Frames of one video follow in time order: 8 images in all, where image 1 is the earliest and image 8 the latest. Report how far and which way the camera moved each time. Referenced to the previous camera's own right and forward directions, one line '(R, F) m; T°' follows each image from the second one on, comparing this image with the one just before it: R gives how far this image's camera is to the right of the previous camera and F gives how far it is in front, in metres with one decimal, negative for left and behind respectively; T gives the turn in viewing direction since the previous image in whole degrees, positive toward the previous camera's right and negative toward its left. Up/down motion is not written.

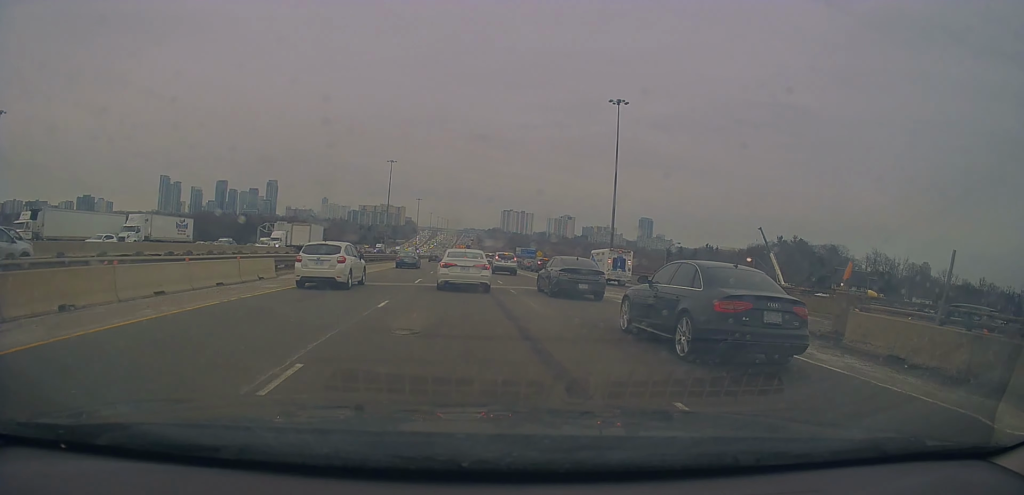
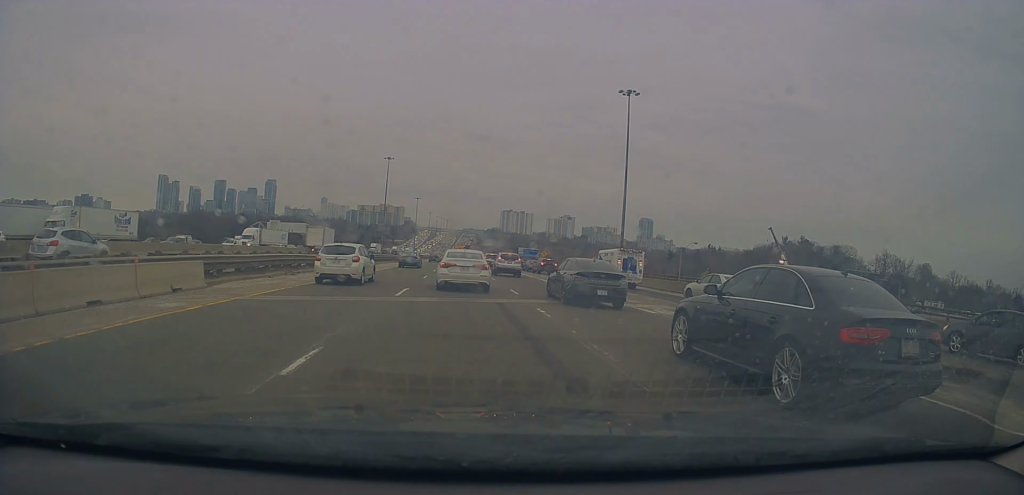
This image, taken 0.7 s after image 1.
(0.0, +7.6) m; -2°
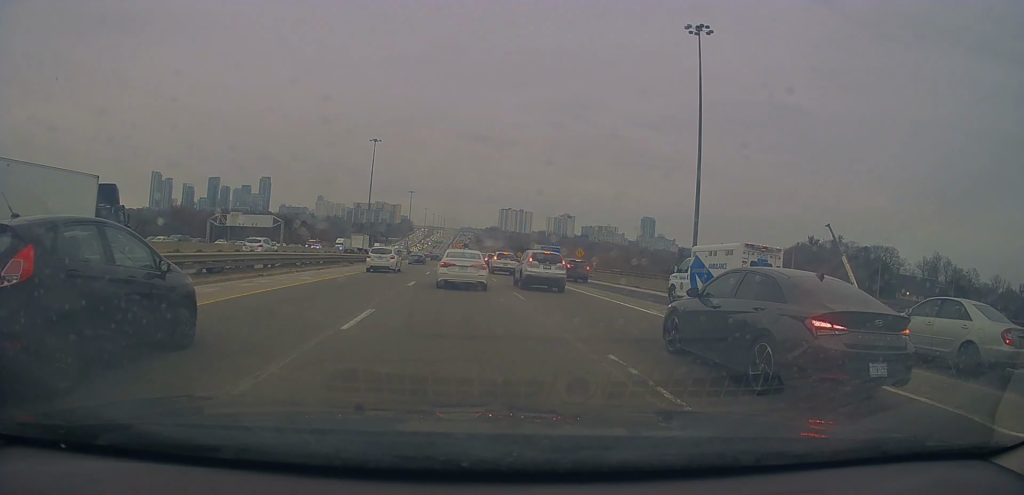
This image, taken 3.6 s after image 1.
(-0.3, +31.9) m; 0°
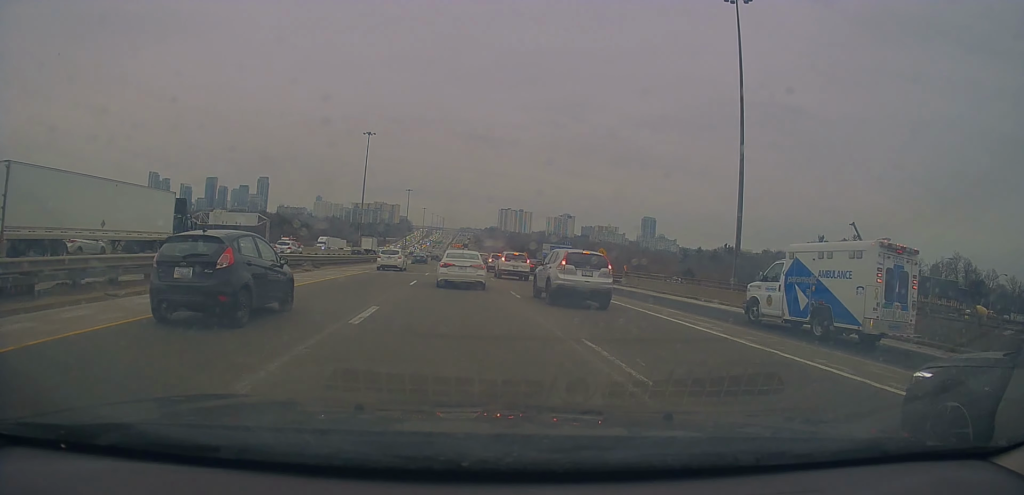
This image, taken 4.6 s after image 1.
(-0.5, +11.1) m; 0°
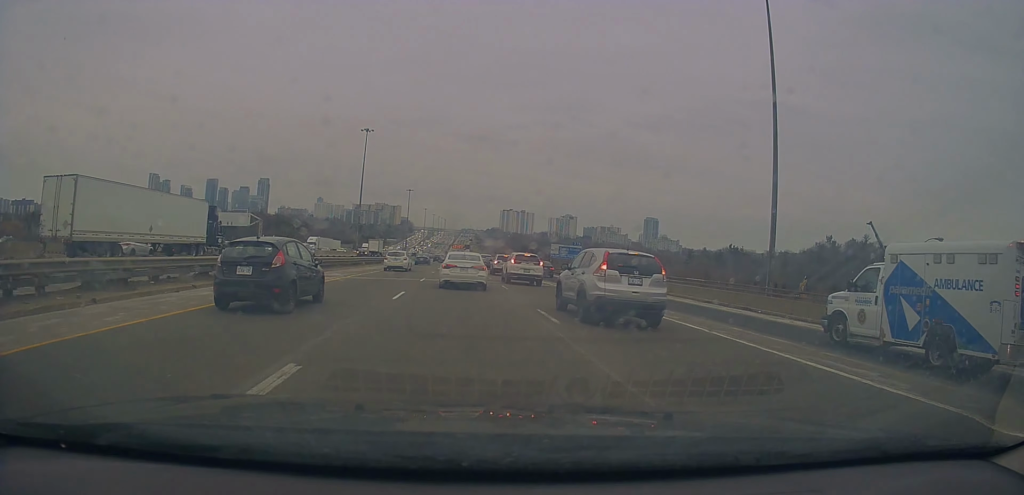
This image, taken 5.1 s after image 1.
(+0.3, +6.0) m; -1°
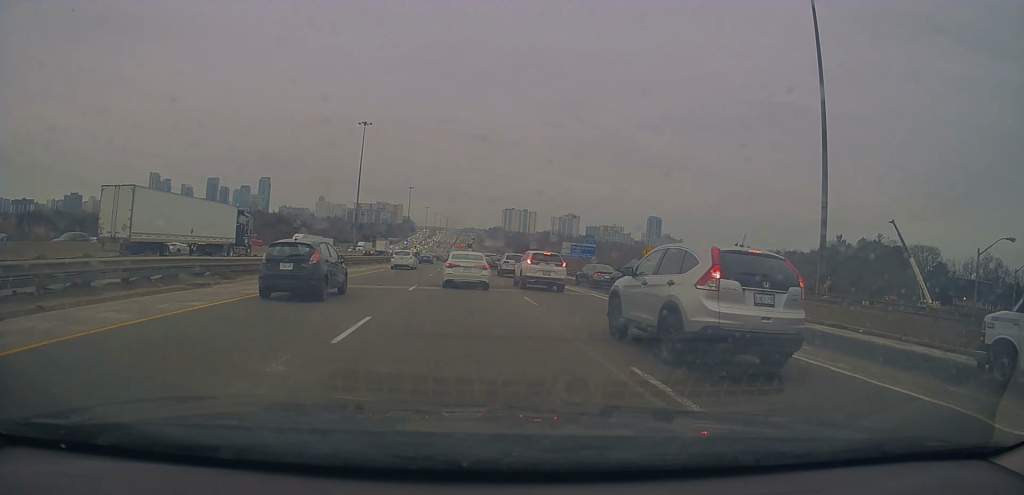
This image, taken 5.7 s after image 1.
(0.0, +7.2) m; -1°
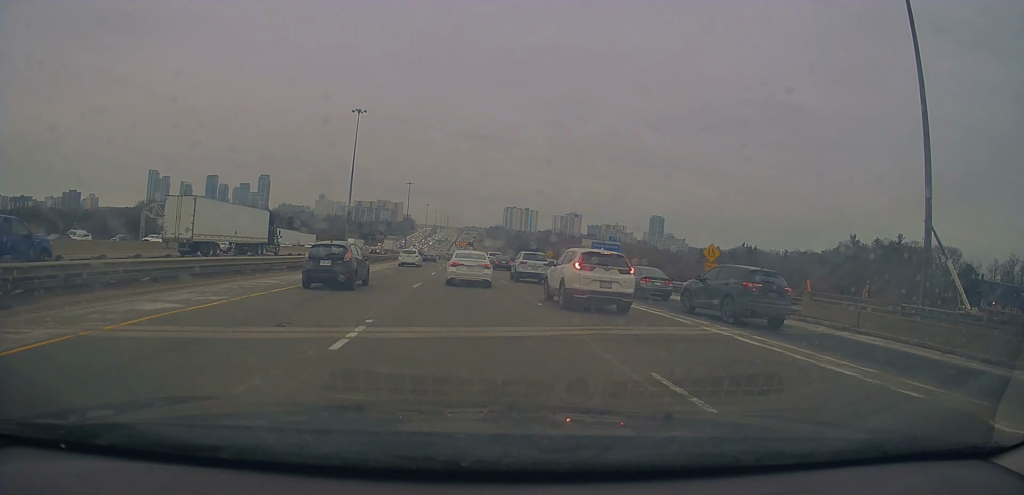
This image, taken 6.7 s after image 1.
(-0.5, +11.3) m; +2°
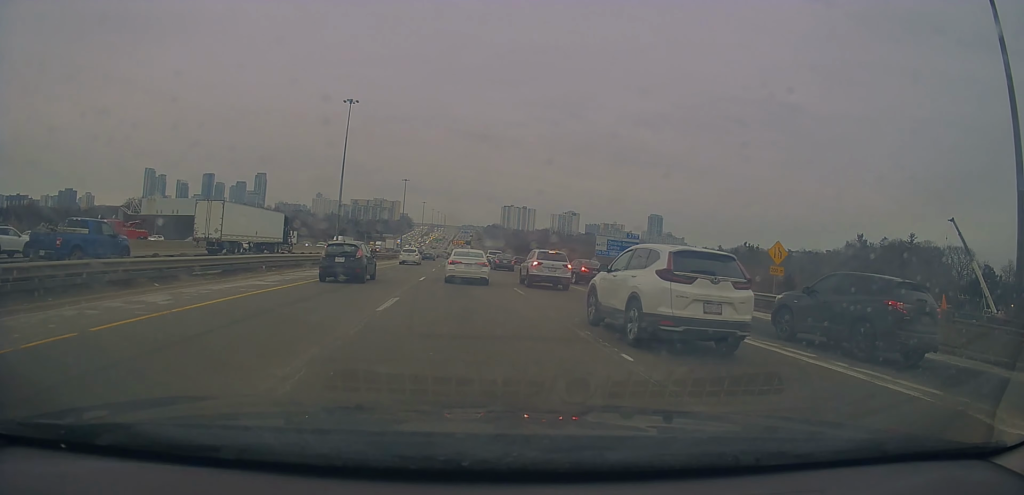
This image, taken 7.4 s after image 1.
(+0.5, +7.7) m; +3°
